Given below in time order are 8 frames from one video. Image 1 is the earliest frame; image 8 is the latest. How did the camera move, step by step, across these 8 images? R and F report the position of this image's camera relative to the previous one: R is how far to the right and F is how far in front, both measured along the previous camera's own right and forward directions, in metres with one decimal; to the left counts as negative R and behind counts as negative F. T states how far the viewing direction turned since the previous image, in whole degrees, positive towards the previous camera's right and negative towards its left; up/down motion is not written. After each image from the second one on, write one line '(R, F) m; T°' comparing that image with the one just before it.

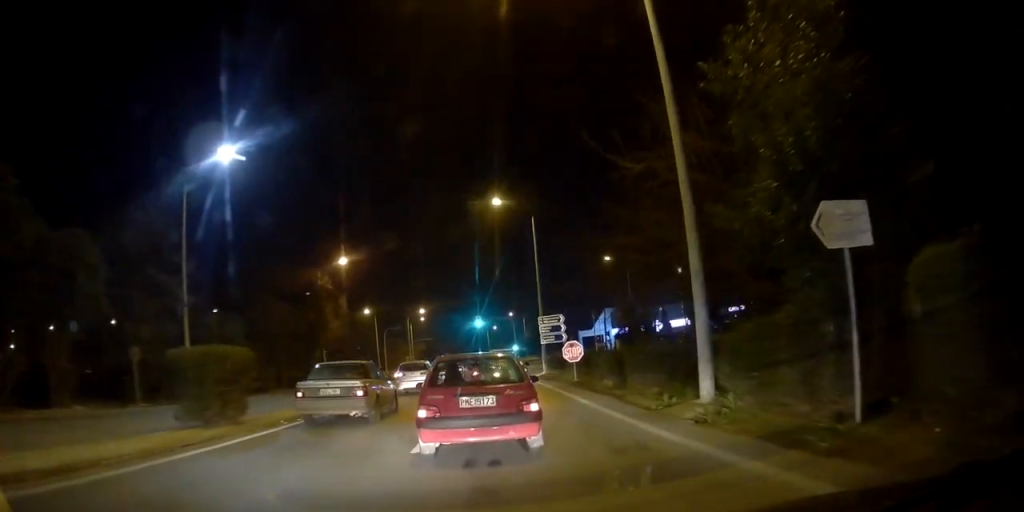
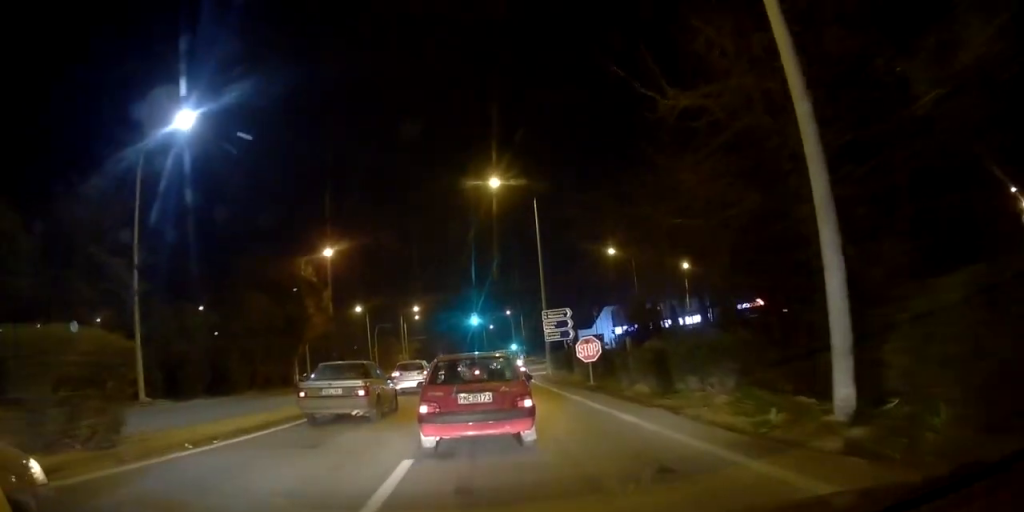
(+0.2, +5.3) m; +2°
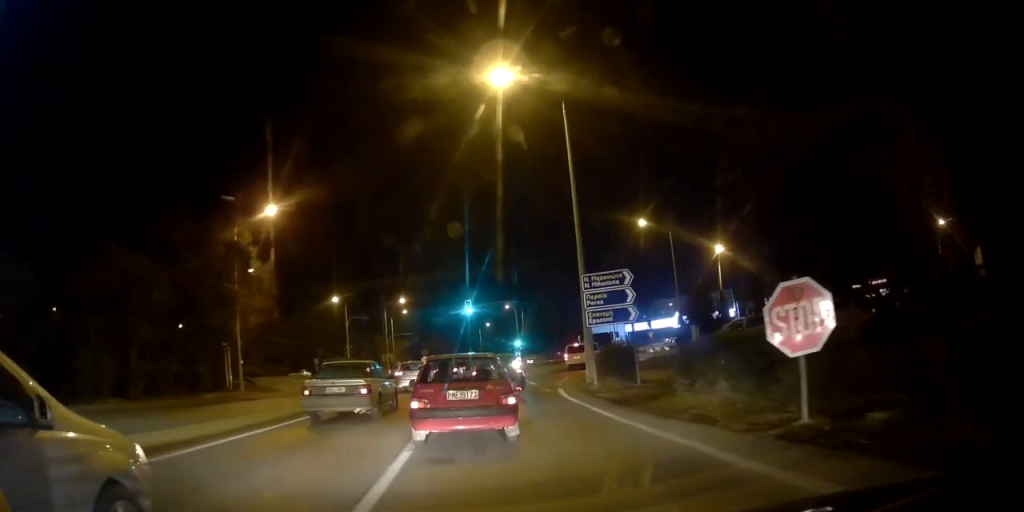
(-0.5, +15.5) m; -2°
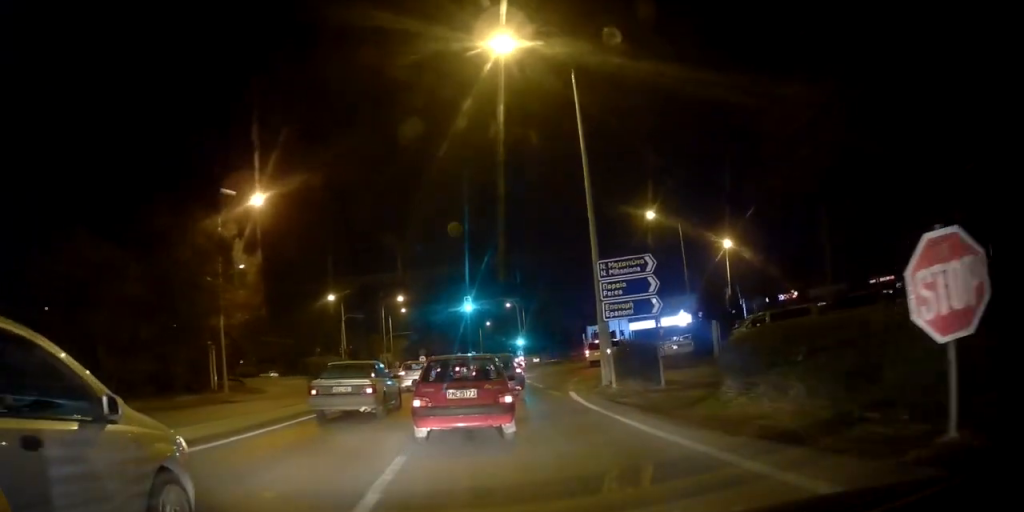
(0.0, +3.0) m; +1°
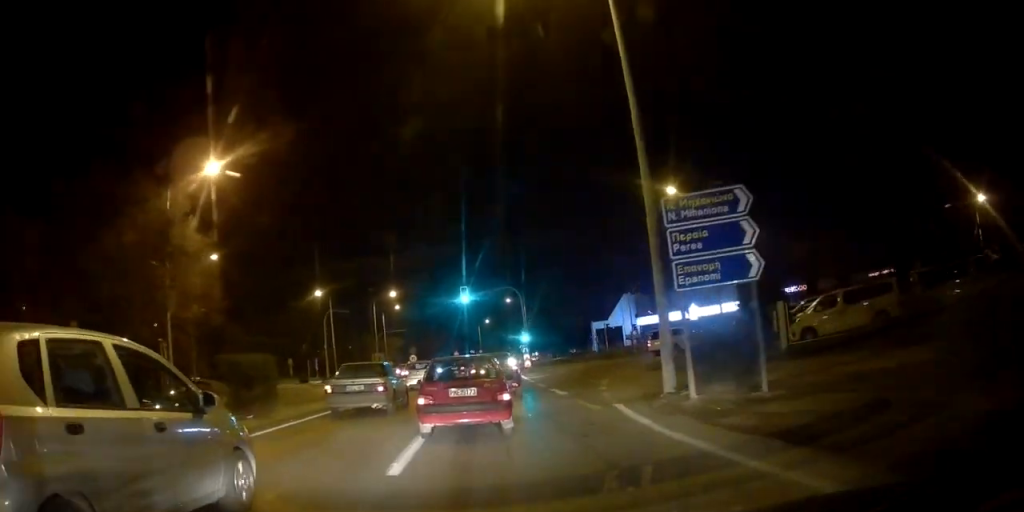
(+0.2, +7.4) m; +4°
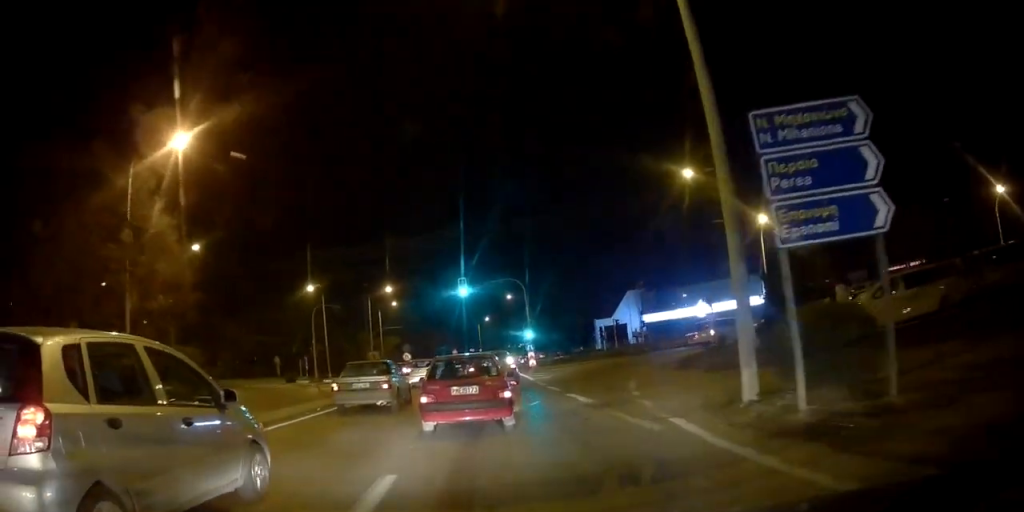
(+0.2, +4.4) m; +3°
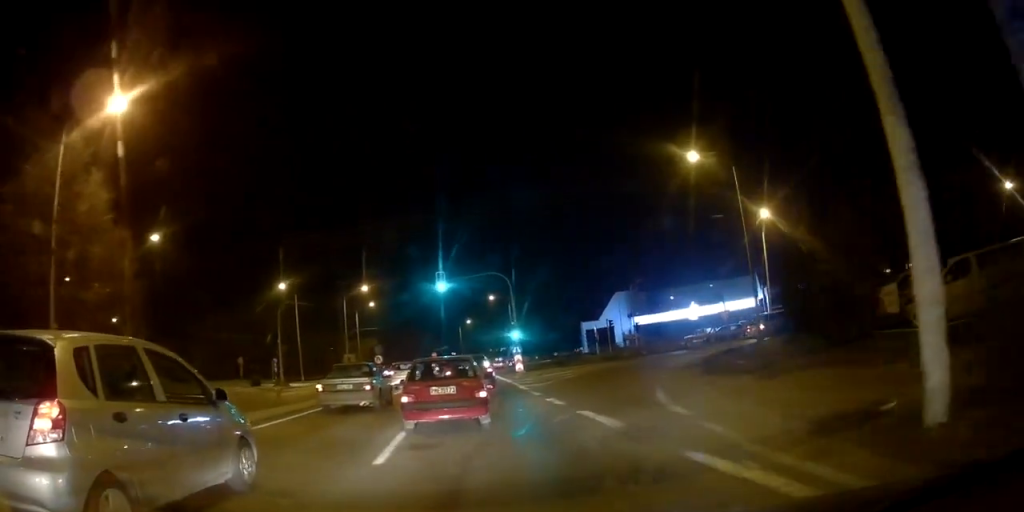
(+0.1, +5.3) m; +1°
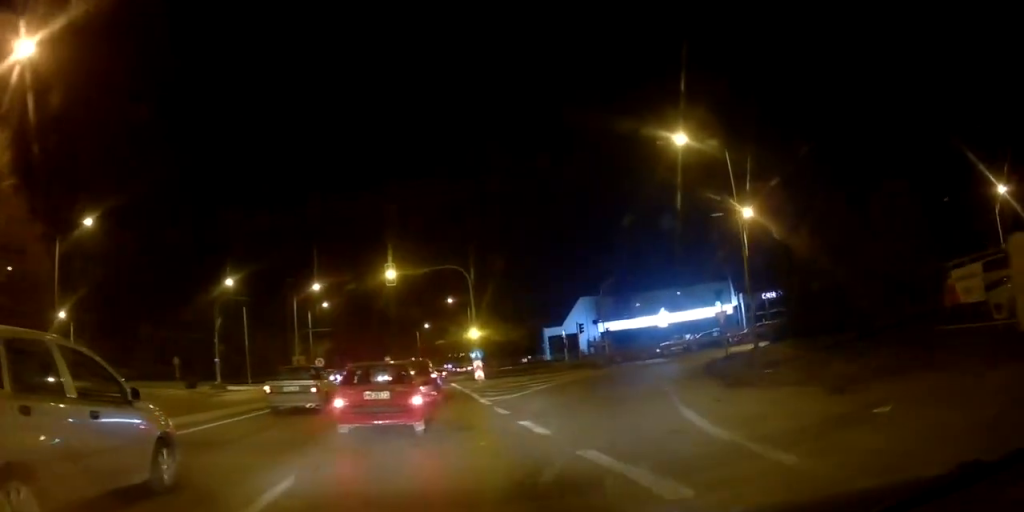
(0.0, +5.2) m; +4°
